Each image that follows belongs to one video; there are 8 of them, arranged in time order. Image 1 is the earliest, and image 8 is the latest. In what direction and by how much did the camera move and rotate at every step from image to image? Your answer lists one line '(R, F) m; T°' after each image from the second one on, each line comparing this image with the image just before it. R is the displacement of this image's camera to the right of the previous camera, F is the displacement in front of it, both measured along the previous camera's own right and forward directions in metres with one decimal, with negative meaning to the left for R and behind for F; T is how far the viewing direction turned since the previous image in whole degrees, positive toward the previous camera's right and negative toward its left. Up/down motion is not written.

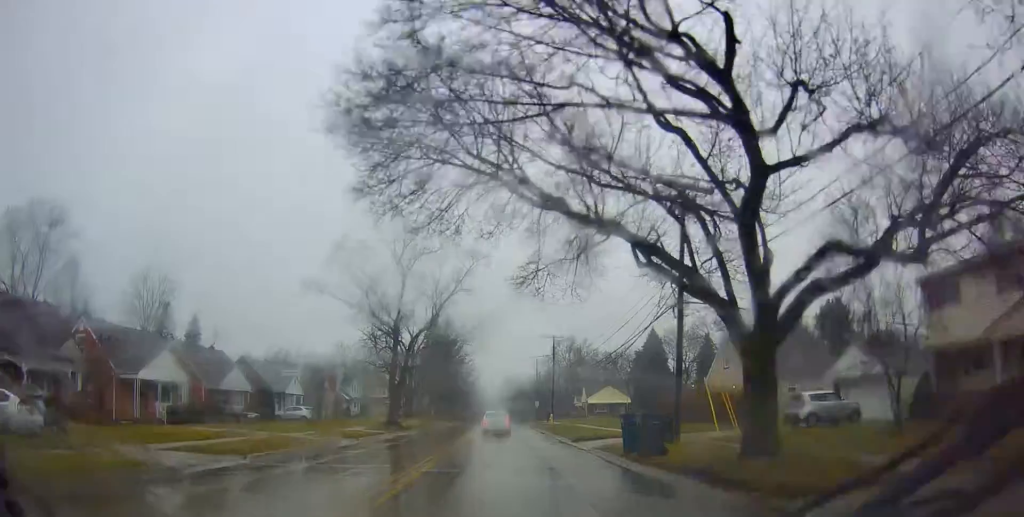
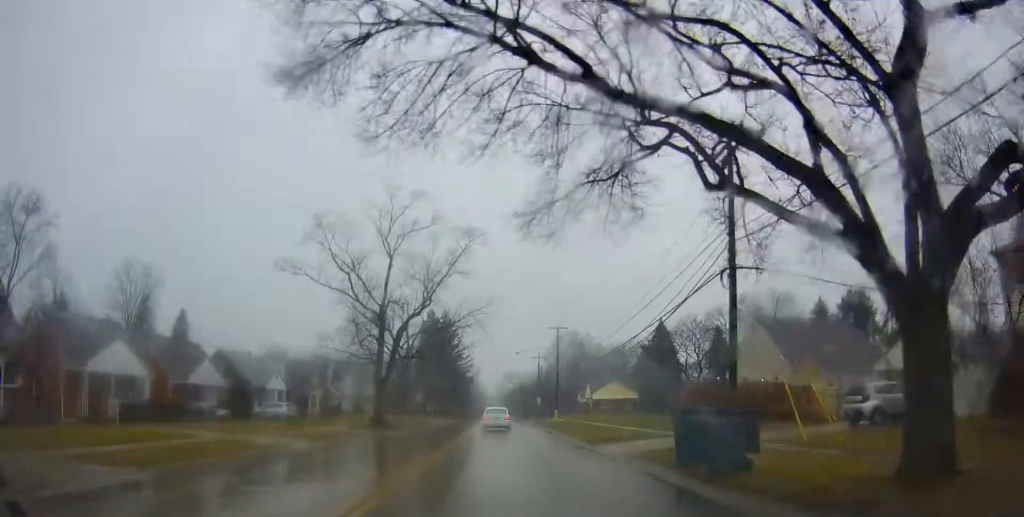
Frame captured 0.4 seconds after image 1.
(-0.2, +5.2) m; 0°
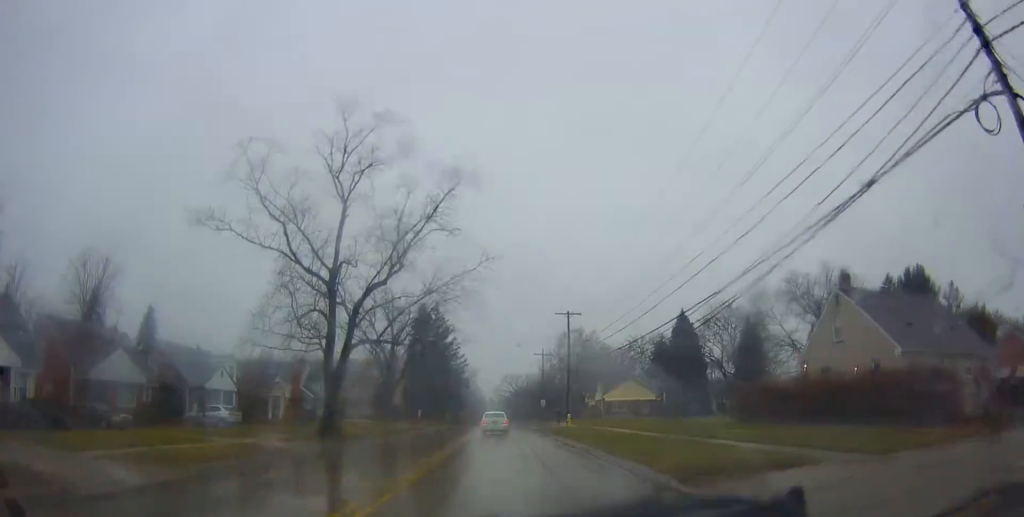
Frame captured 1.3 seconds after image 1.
(+0.7, +11.7) m; +3°
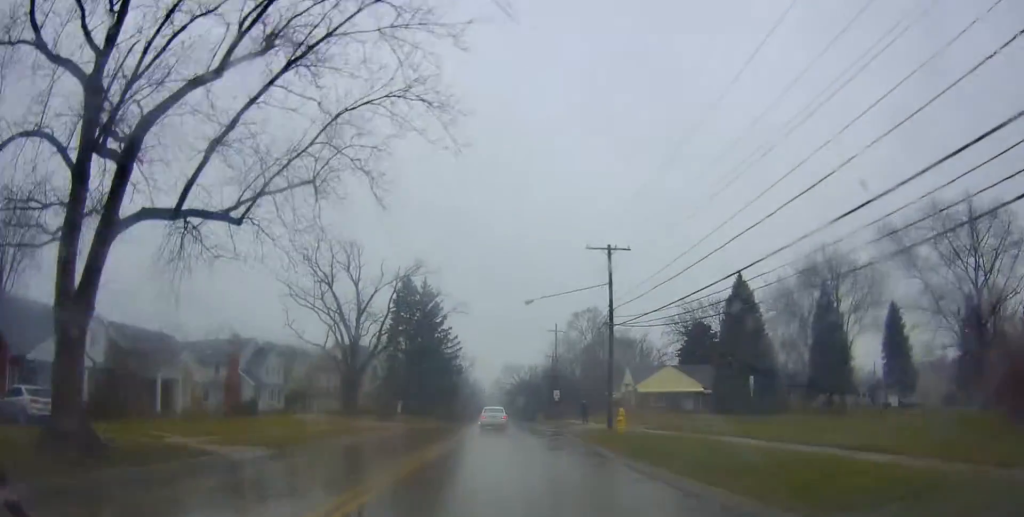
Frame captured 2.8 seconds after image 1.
(0.0, +20.0) m; 0°
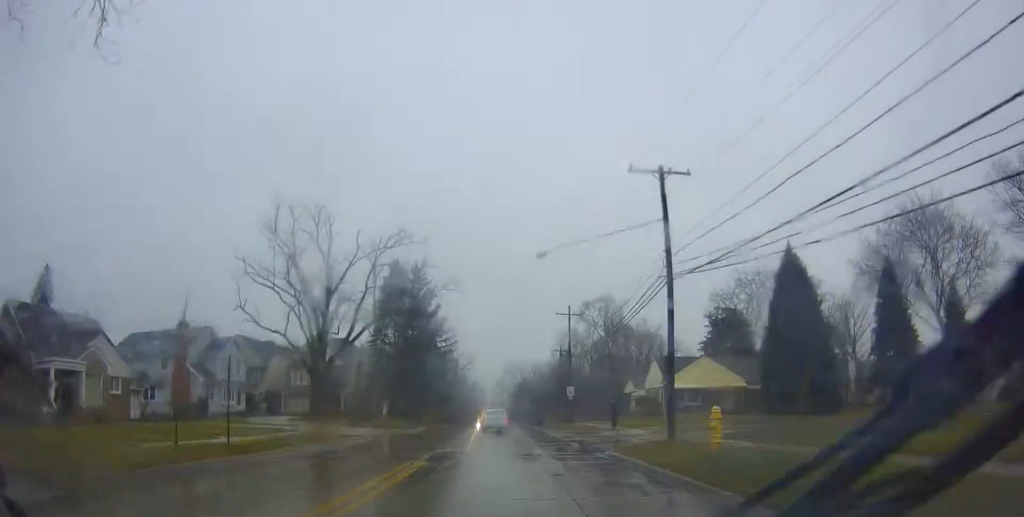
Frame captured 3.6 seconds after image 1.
(0.0, +11.4) m; -1°
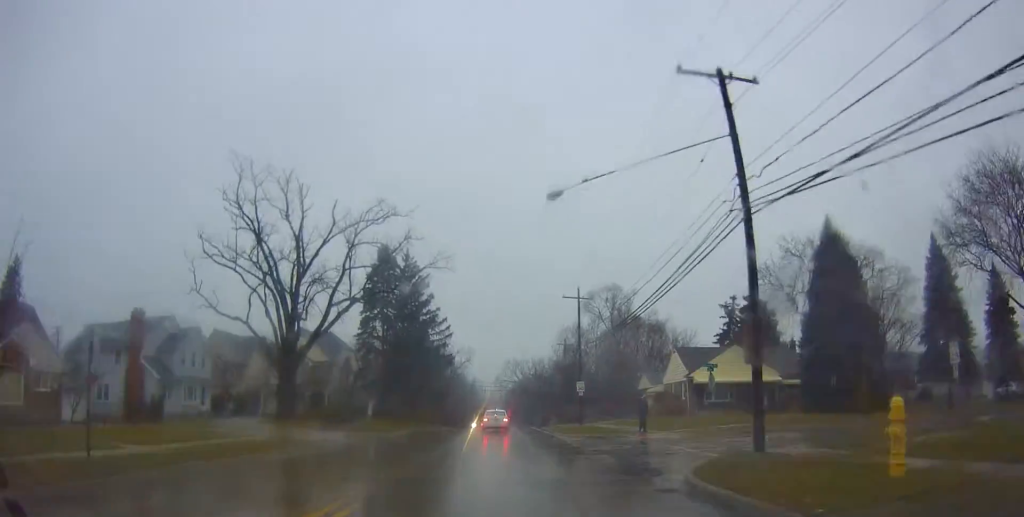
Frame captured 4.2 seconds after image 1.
(+0.1, +7.3) m; -2°
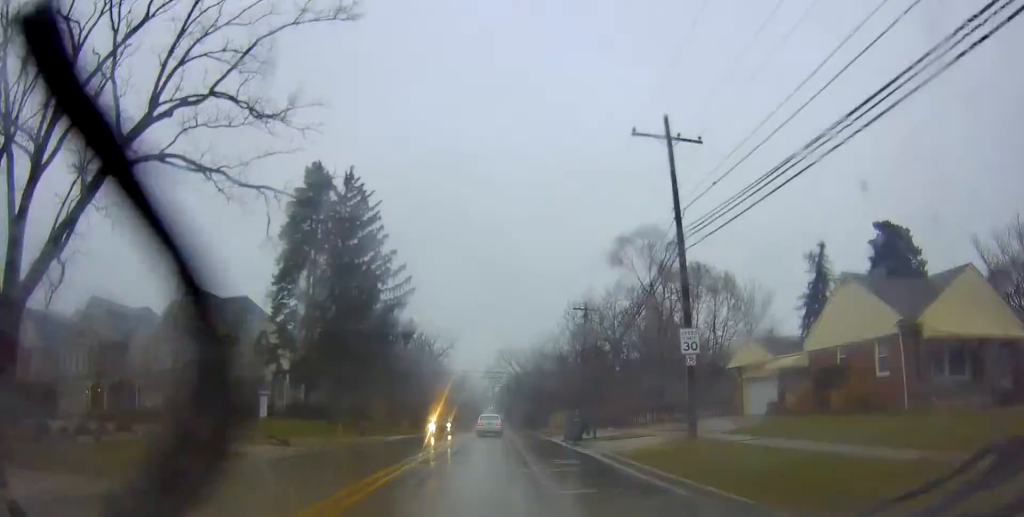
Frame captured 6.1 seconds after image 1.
(-0.2, +28.0) m; +2°
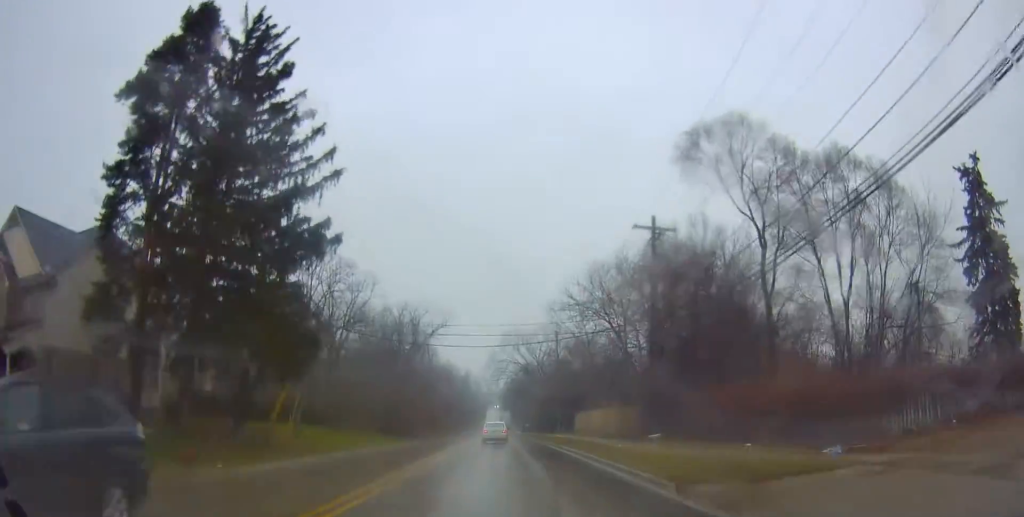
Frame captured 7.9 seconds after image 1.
(+0.3, +25.1) m; 0°
